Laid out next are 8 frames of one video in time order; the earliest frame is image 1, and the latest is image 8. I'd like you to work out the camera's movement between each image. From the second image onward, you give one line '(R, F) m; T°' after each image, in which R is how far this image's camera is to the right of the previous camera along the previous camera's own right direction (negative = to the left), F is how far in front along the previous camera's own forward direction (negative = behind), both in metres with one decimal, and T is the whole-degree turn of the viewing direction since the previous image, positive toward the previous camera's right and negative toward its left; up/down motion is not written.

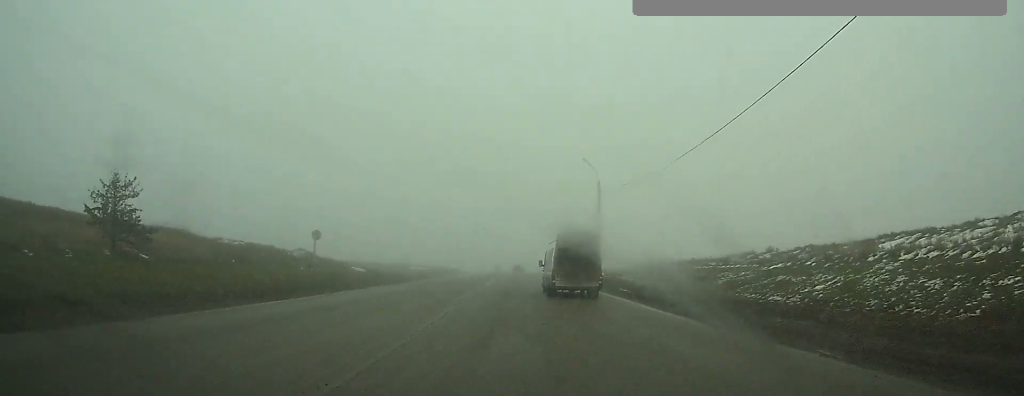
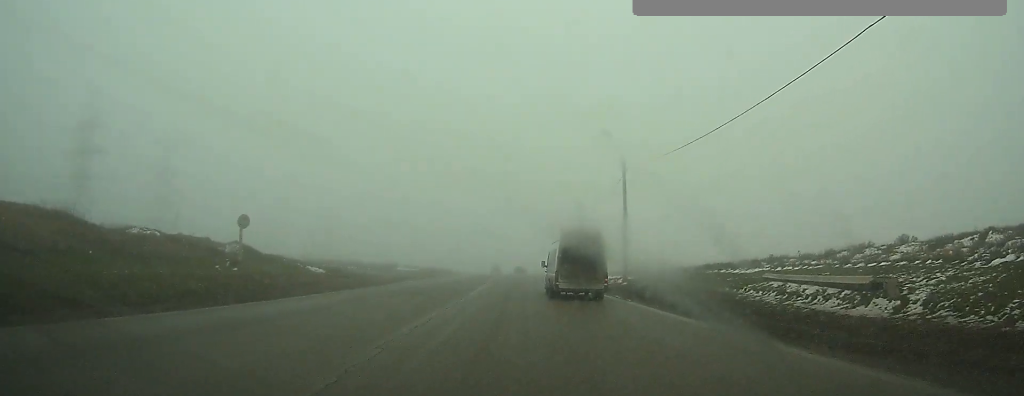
(0.0, +11.7) m; 0°
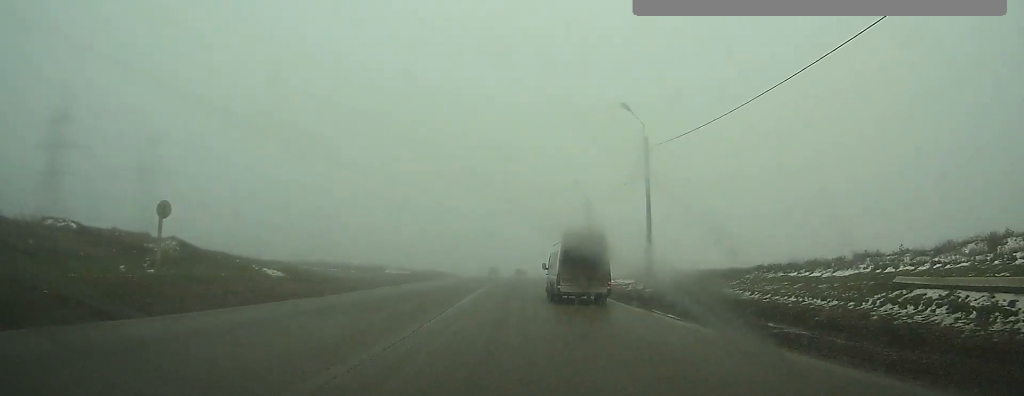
(0.0, +7.8) m; 0°
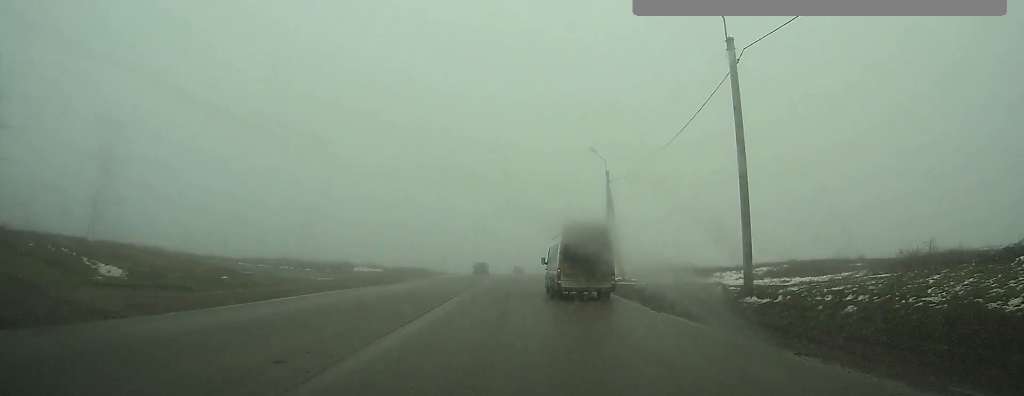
(-0.1, +16.0) m; 0°
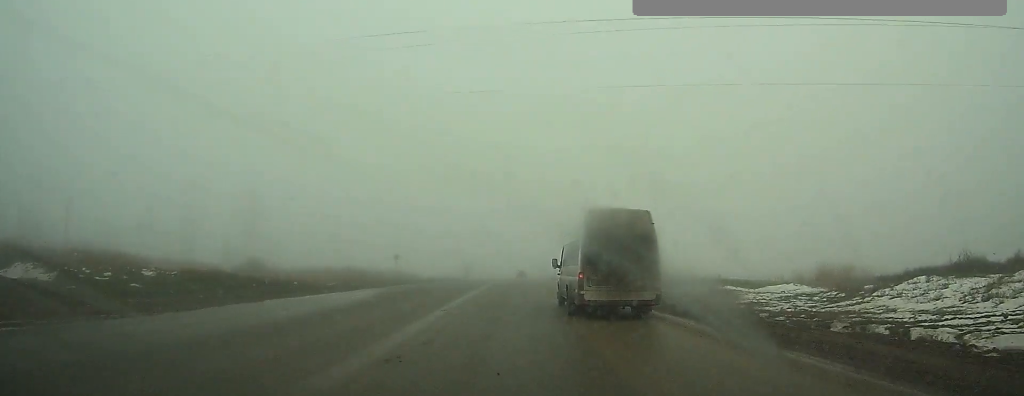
(-0.3, +56.8) m; -1°
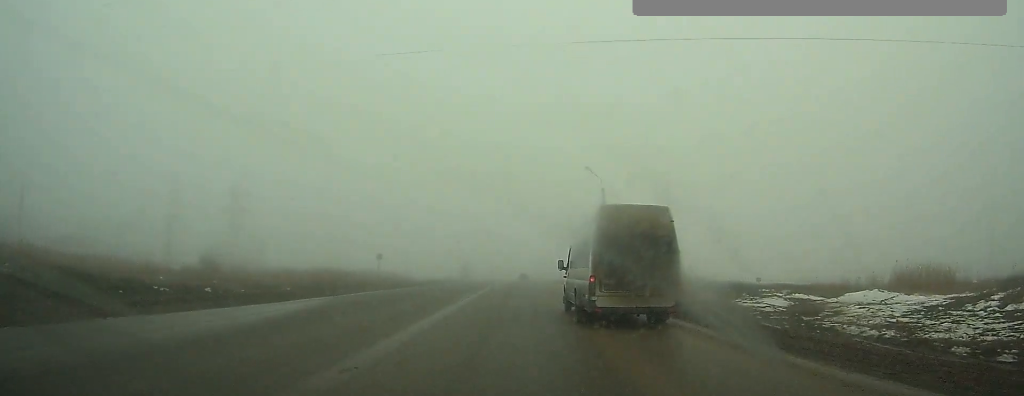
(0.0, +9.4) m; 0°
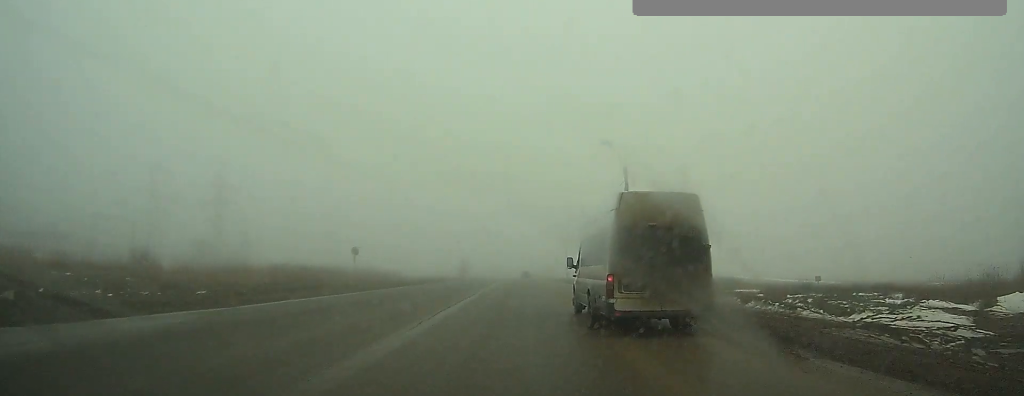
(0.0, +9.2) m; 0°
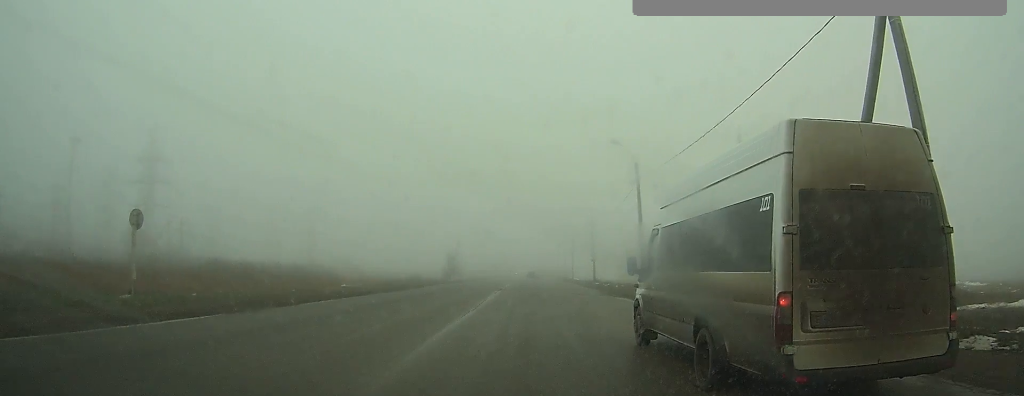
(-0.1, +23.9) m; 0°
